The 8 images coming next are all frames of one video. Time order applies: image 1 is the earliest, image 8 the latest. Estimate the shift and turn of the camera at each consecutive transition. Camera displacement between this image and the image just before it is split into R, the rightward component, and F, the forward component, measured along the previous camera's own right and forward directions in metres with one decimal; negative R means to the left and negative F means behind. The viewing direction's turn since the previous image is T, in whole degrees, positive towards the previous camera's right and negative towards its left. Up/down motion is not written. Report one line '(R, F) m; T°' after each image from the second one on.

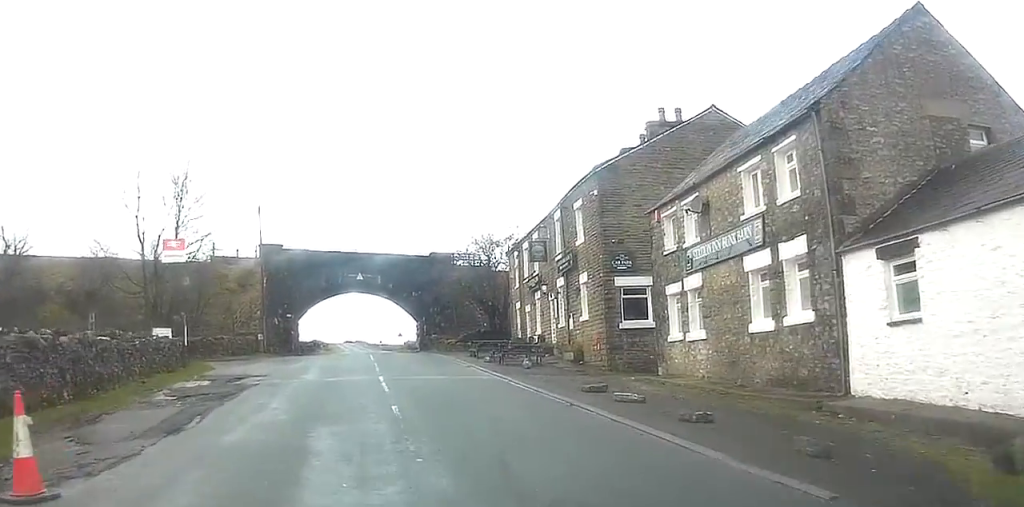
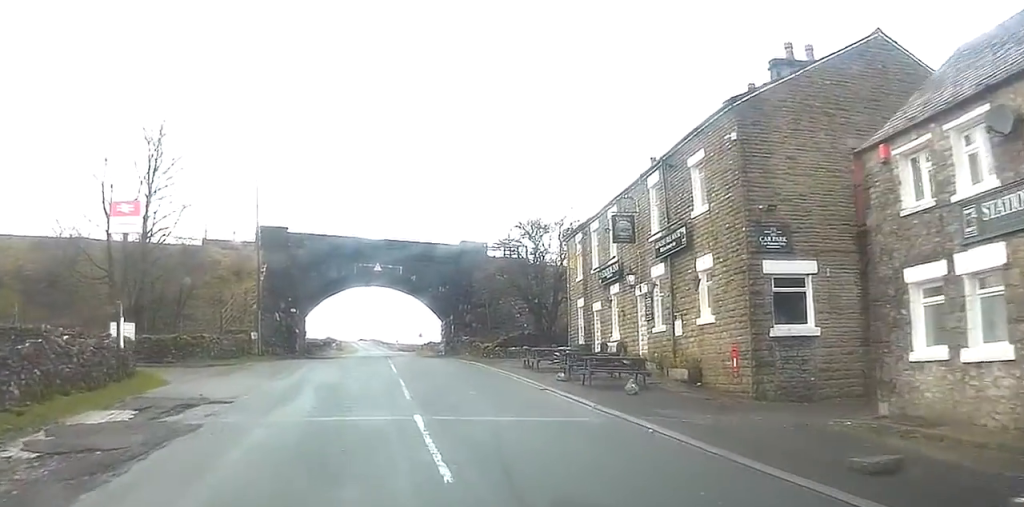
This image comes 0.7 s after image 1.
(-0.4, +10.5) m; -1°
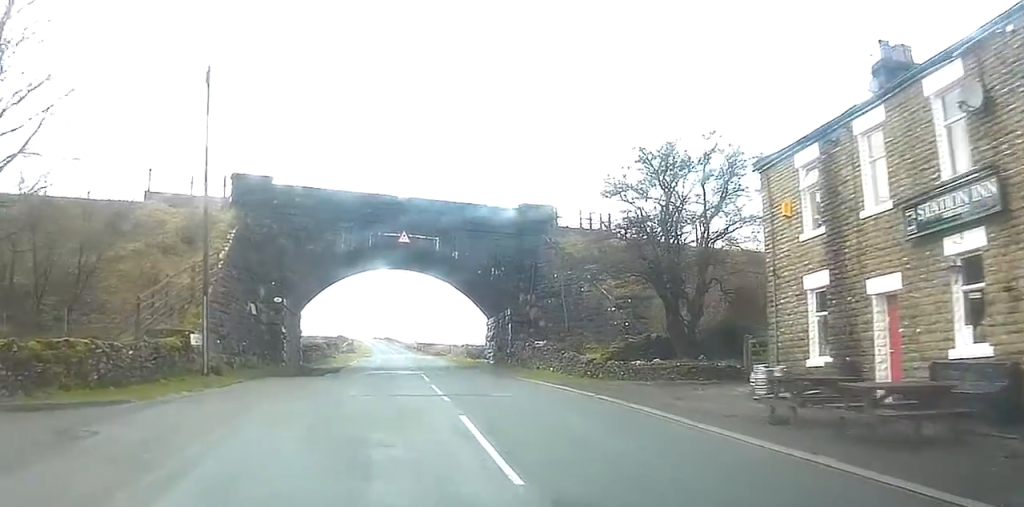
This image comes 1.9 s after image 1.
(+0.2, +19.8) m; +1°
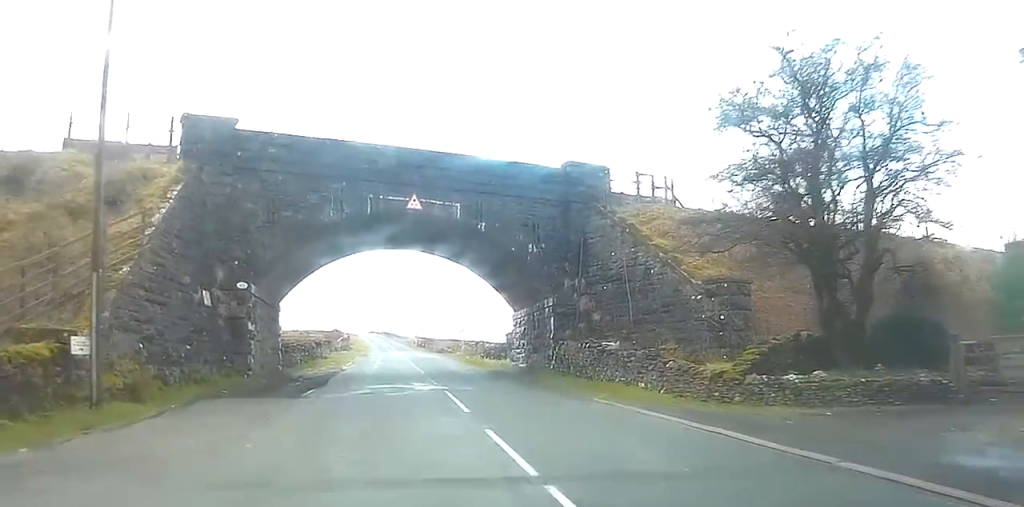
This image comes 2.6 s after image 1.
(+0.1, +11.4) m; 0°
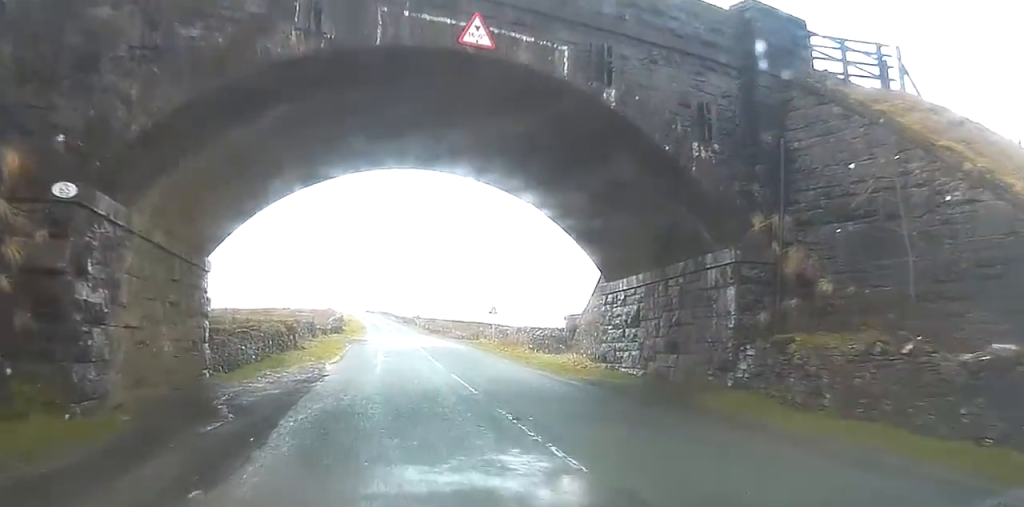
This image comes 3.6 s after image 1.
(0.0, +19.5) m; 0°
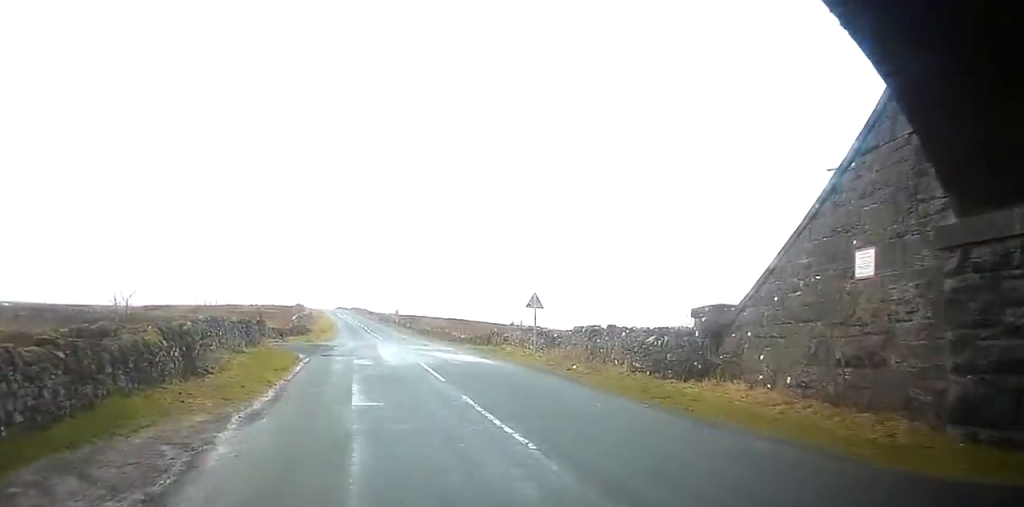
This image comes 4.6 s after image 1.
(+0.1, +18.7) m; +1°
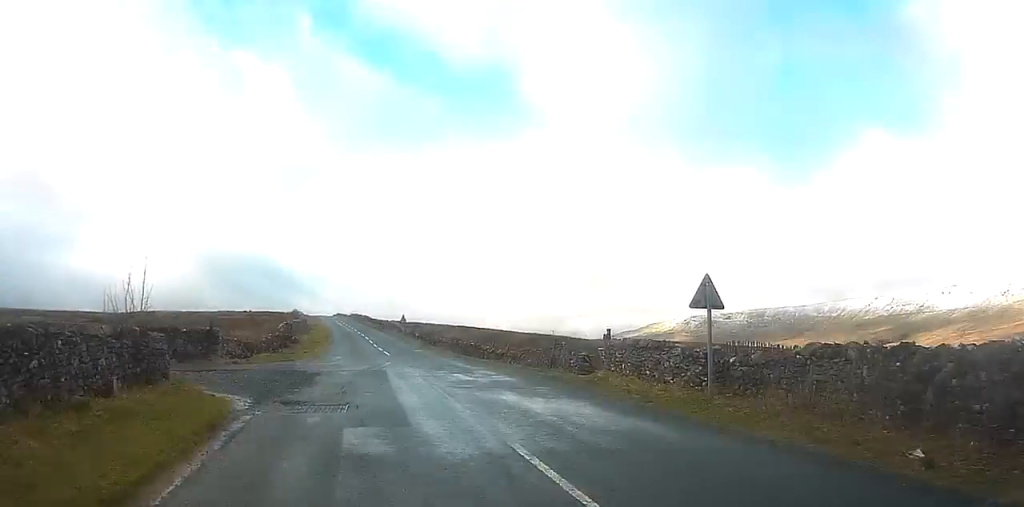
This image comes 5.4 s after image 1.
(+0.1, +15.1) m; 0°
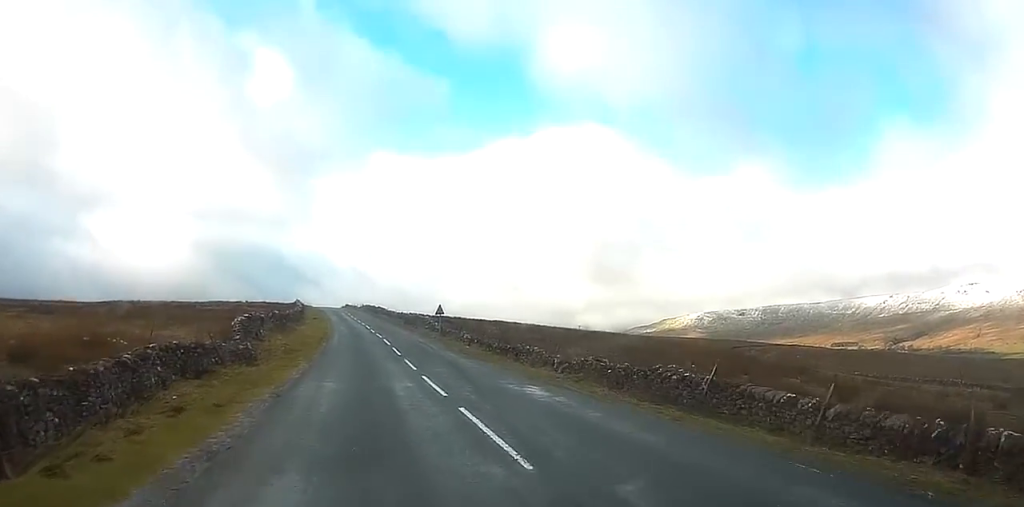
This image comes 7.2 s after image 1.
(-0.1, +28.0) m; 0°
